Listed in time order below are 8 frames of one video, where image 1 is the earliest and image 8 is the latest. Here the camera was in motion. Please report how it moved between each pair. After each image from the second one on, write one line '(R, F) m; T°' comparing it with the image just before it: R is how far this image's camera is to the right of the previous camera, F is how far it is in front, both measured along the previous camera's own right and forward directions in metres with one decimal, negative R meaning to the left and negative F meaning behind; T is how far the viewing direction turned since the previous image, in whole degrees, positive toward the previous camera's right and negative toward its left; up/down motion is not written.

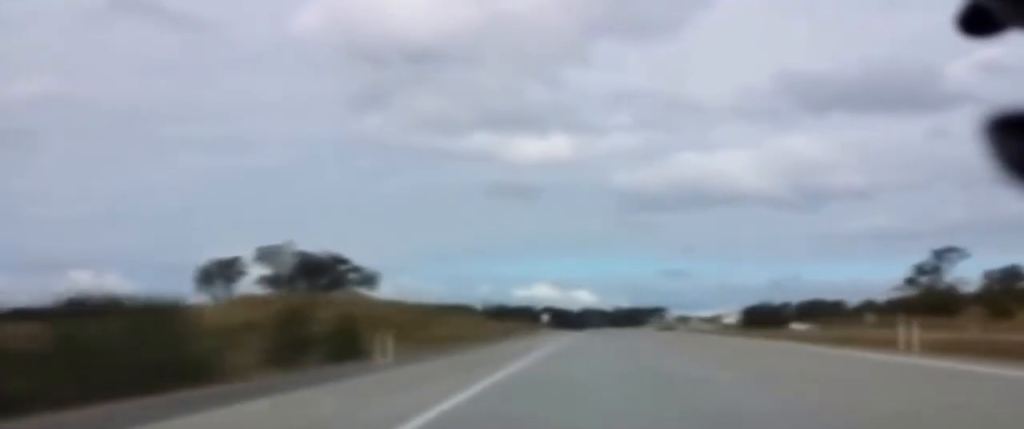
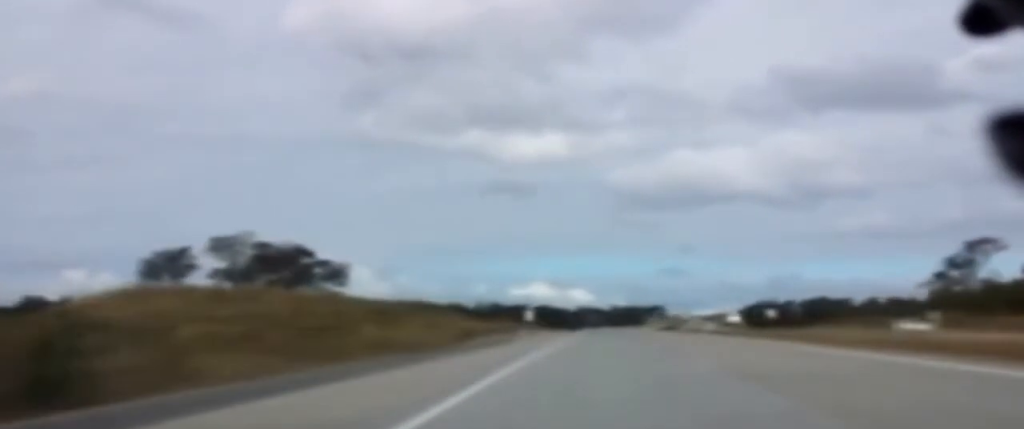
(+0.1, +22.4) m; 0°
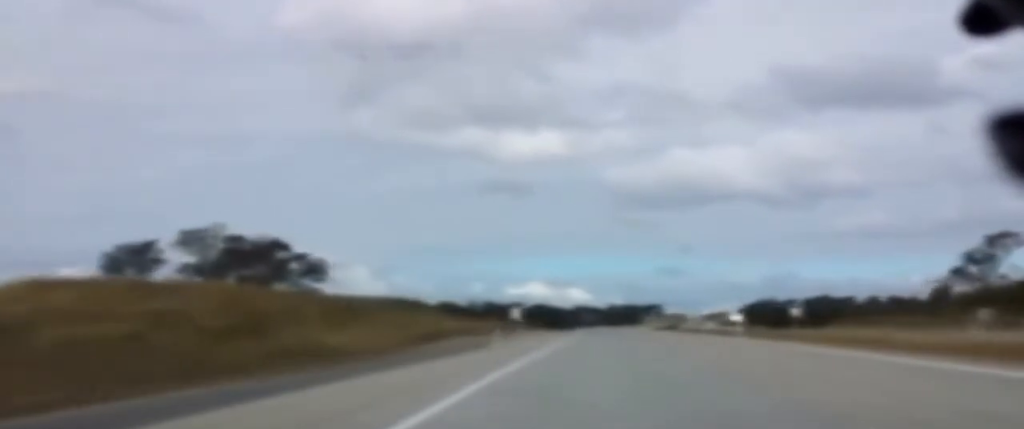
(+0.1, +12.2) m; 0°
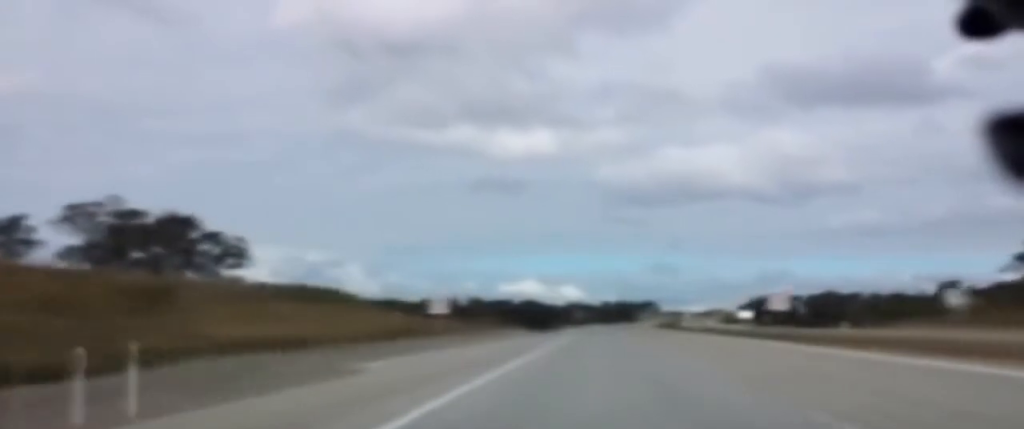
(0.0, +36.7) m; -1°
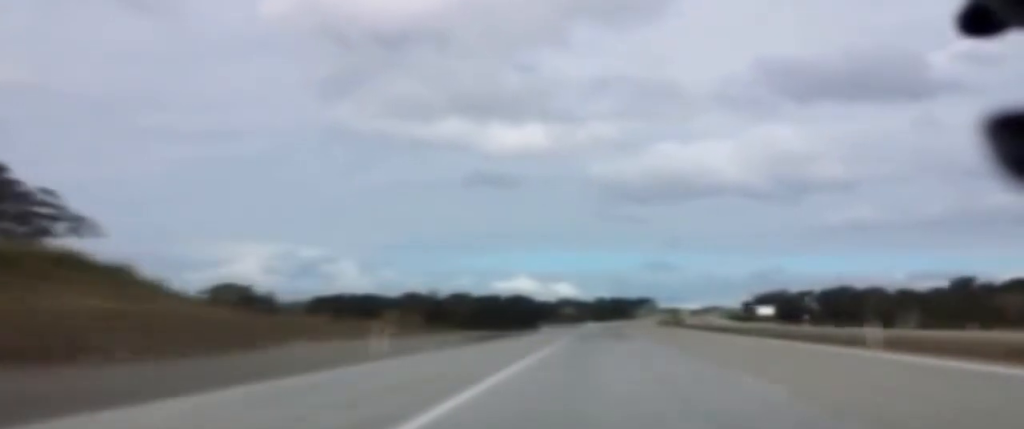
(+0.2, +44.9) m; +1°
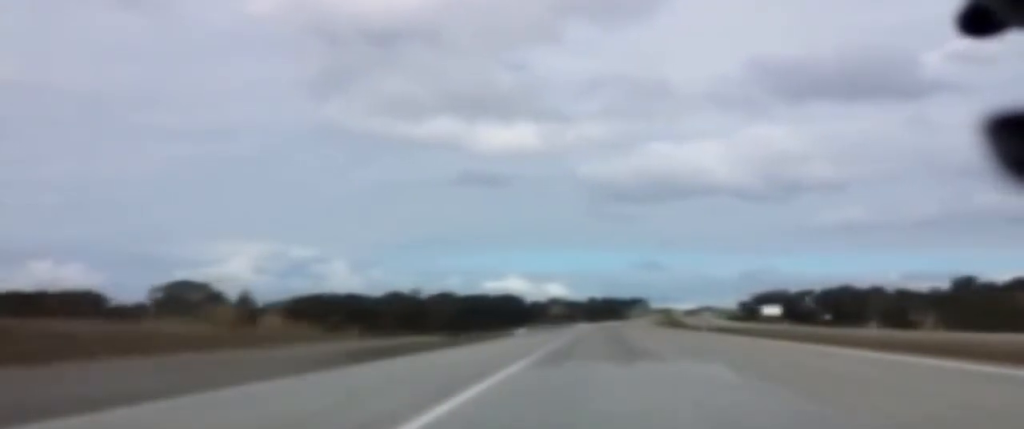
(+0.2, +21.4) m; 0°
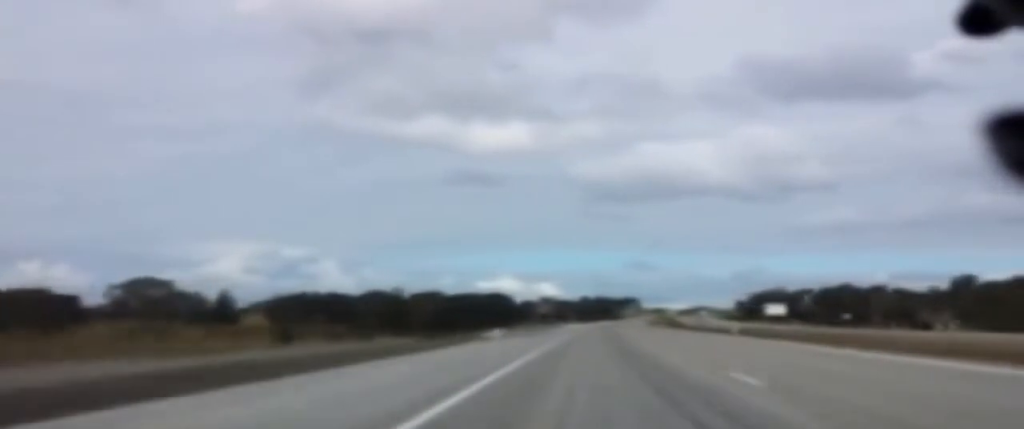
(-0.1, +15.3) m; 0°
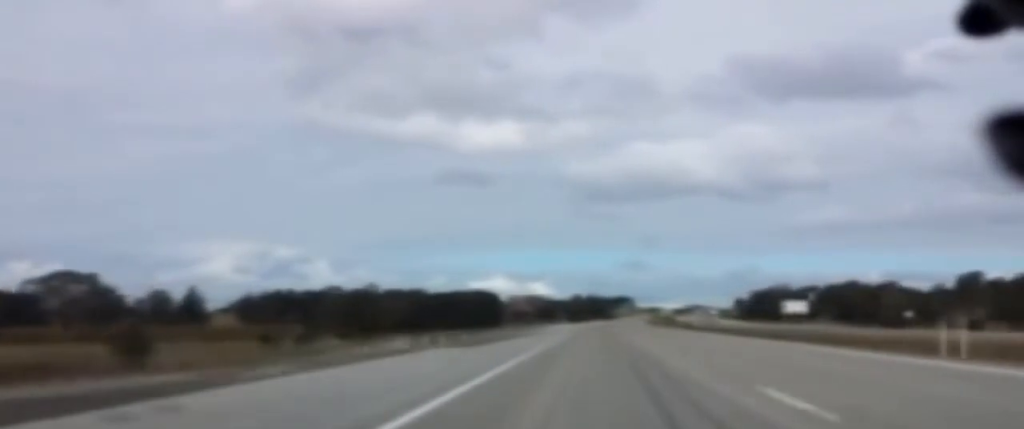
(+0.2, +29.6) m; +1°
